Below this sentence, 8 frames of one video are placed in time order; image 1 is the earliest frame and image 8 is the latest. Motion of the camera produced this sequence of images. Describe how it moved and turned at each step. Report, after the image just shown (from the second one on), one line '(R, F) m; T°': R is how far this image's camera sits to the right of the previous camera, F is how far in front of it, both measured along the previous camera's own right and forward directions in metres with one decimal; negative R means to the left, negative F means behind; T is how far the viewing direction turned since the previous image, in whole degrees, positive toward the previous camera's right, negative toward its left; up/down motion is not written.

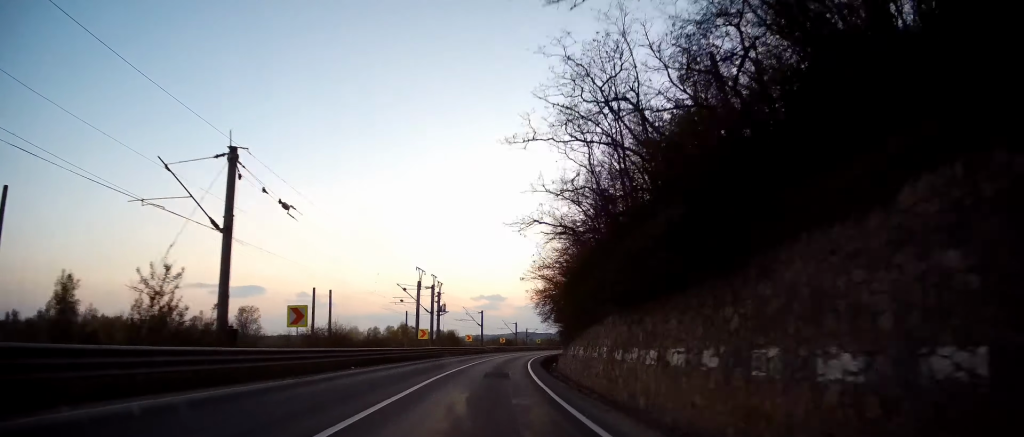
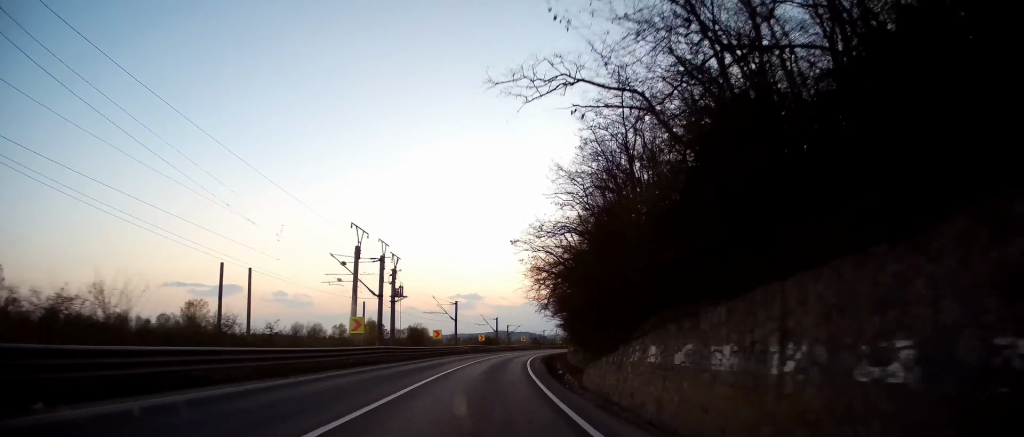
(+0.3, +17.5) m; +1°
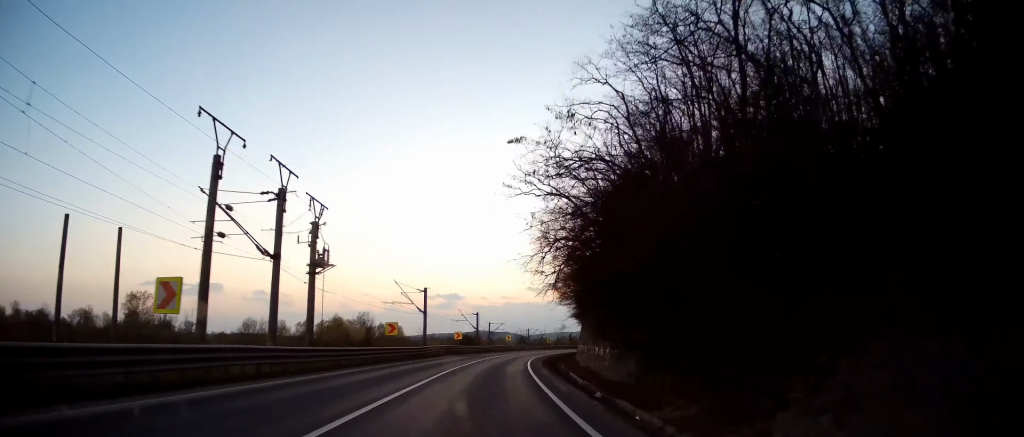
(+0.2, +16.6) m; +2°
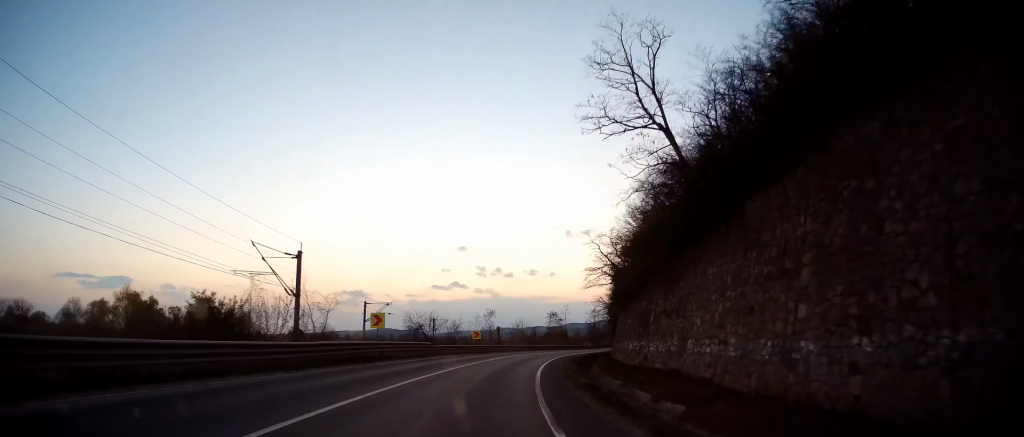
(+3.7, +58.7) m; +8°
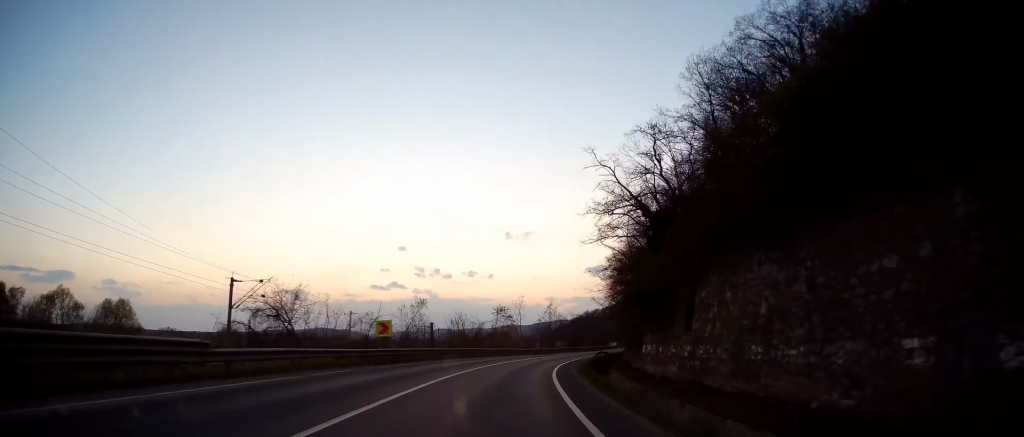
(+1.1, +26.2) m; +6°
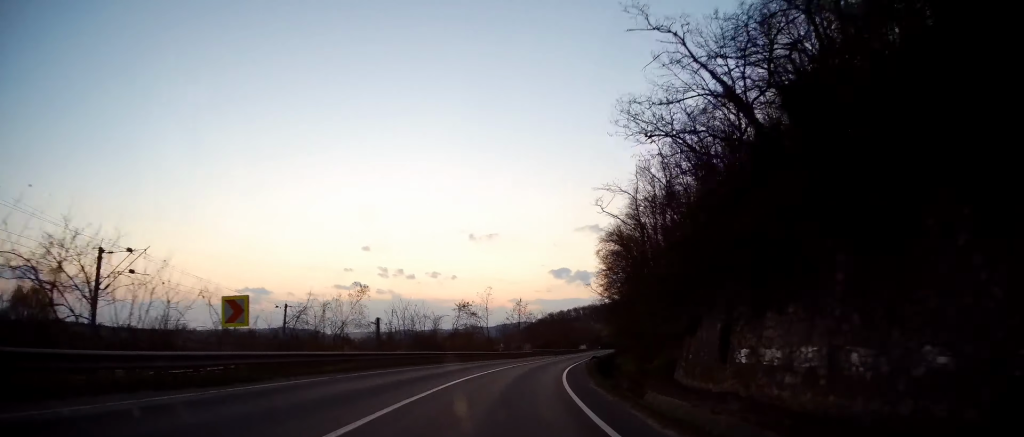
(+0.3, +15.2) m; +4°
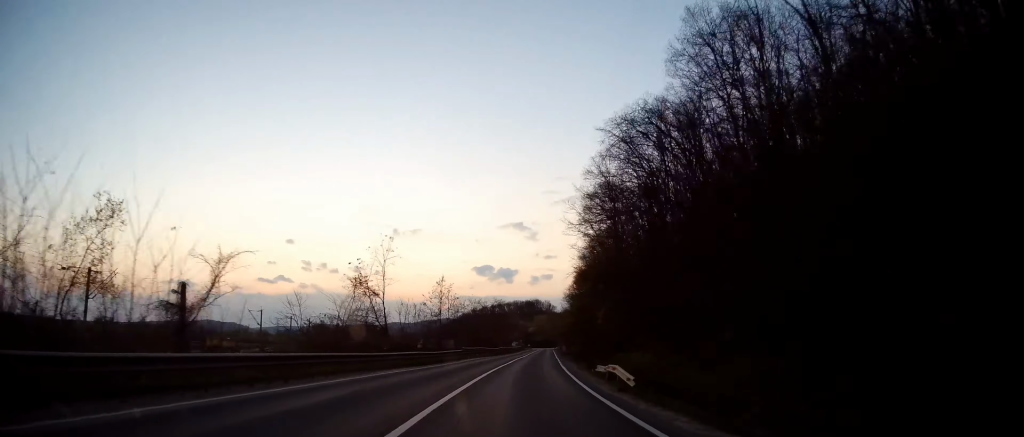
(+2.0, +29.1) m; +8°
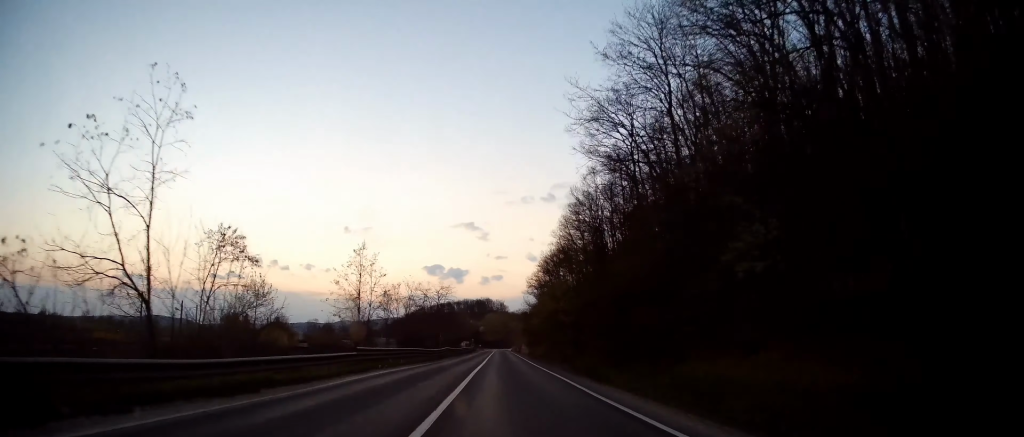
(+1.6, +23.8) m; +6°
